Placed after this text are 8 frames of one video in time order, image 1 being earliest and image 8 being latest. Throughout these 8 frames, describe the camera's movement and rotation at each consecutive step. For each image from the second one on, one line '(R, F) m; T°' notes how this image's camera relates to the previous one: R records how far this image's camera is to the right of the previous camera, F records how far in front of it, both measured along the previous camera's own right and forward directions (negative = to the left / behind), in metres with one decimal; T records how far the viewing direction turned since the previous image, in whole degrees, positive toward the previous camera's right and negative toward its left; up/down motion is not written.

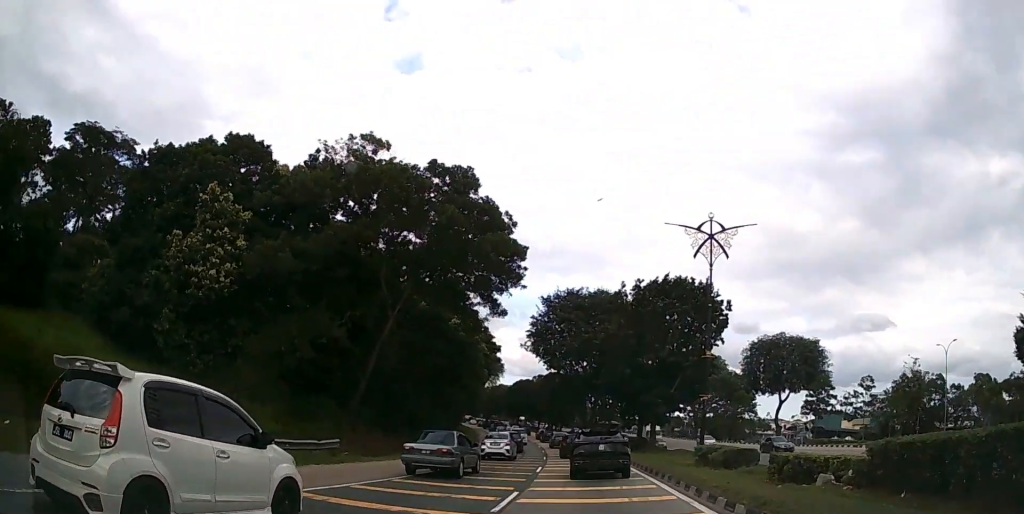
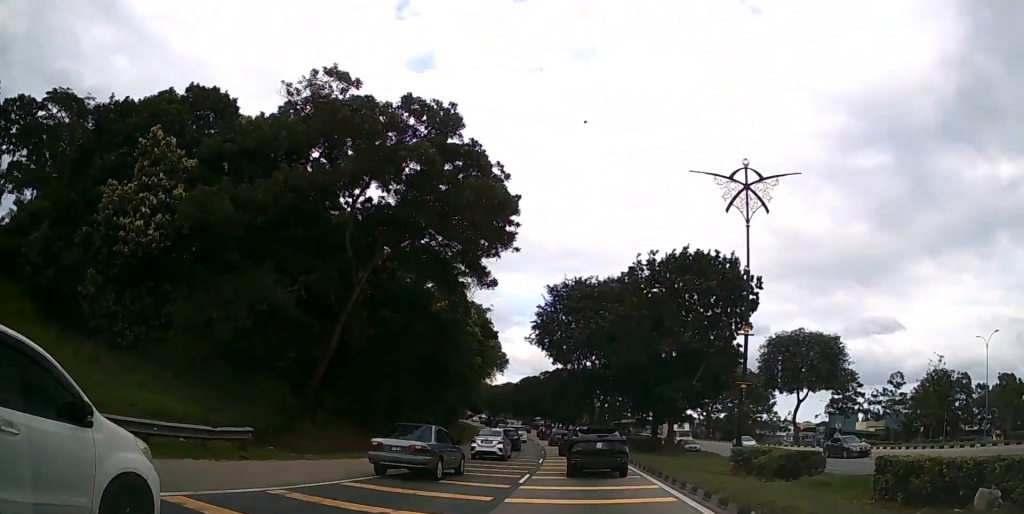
(-0.1, +6.2) m; -1°
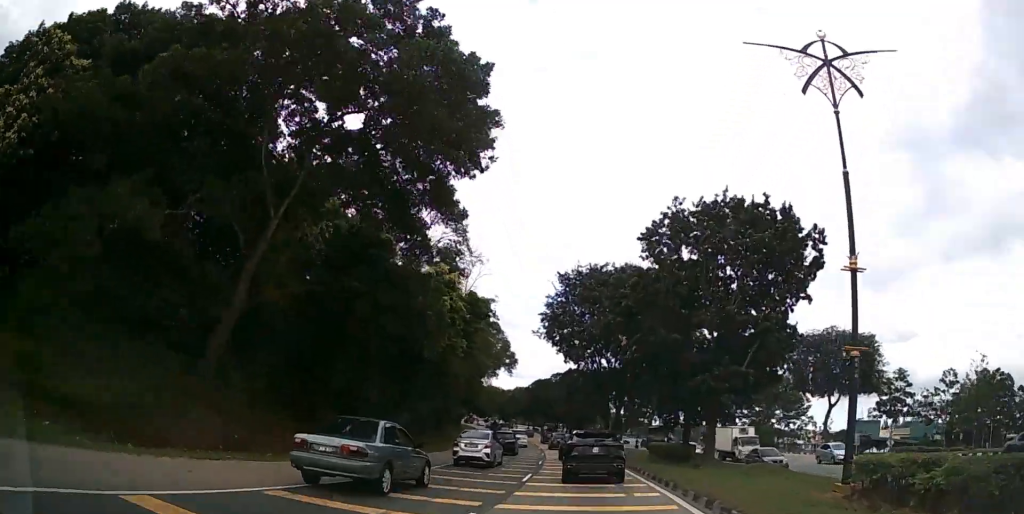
(0.0, +8.8) m; 0°
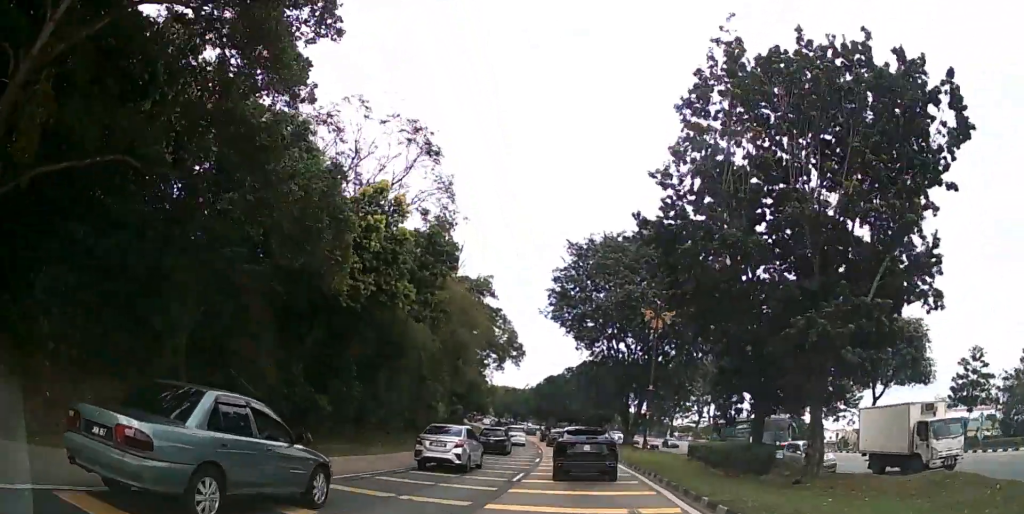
(0.0, +12.1) m; -2°
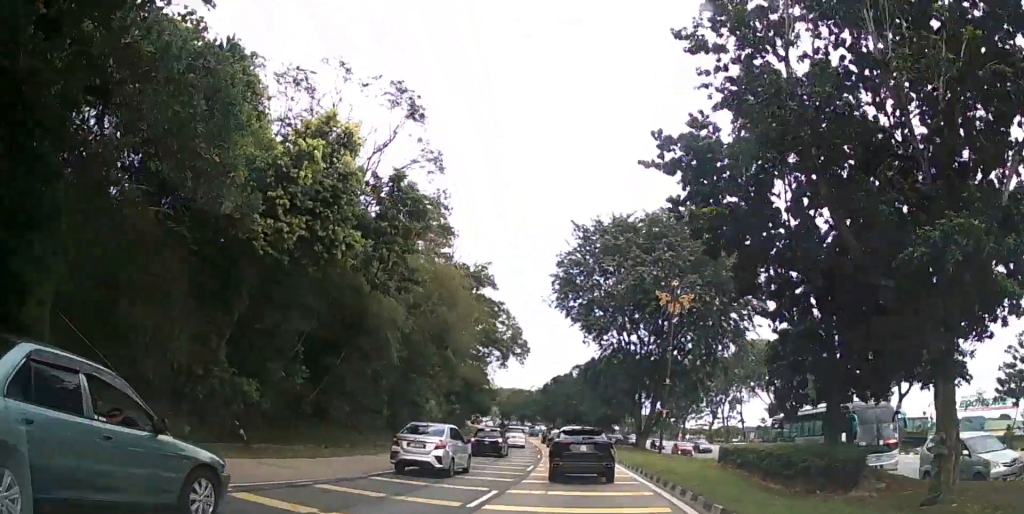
(0.0, +5.9) m; -1°
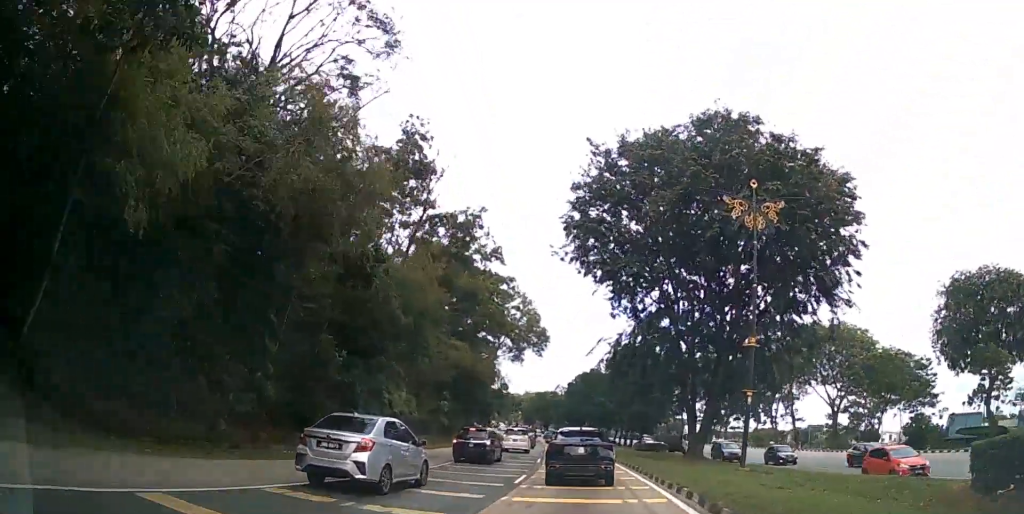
(-0.7, +17.2) m; -3°
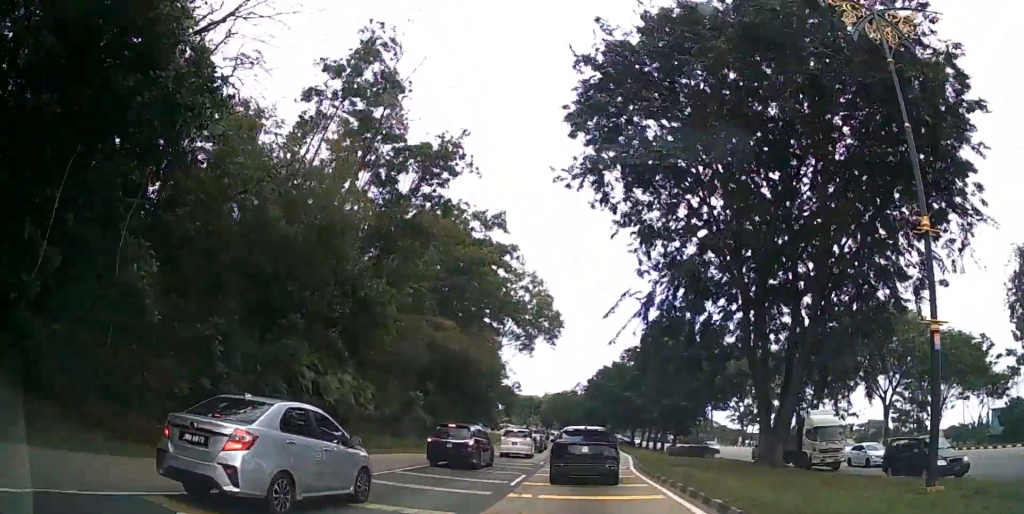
(-0.3, +12.5) m; -2°
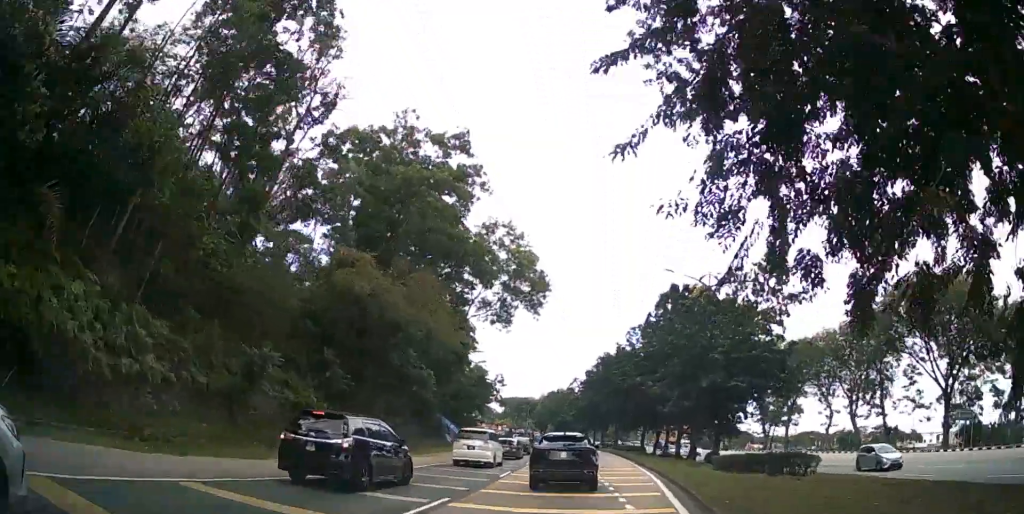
(-0.2, +18.3) m; 0°
